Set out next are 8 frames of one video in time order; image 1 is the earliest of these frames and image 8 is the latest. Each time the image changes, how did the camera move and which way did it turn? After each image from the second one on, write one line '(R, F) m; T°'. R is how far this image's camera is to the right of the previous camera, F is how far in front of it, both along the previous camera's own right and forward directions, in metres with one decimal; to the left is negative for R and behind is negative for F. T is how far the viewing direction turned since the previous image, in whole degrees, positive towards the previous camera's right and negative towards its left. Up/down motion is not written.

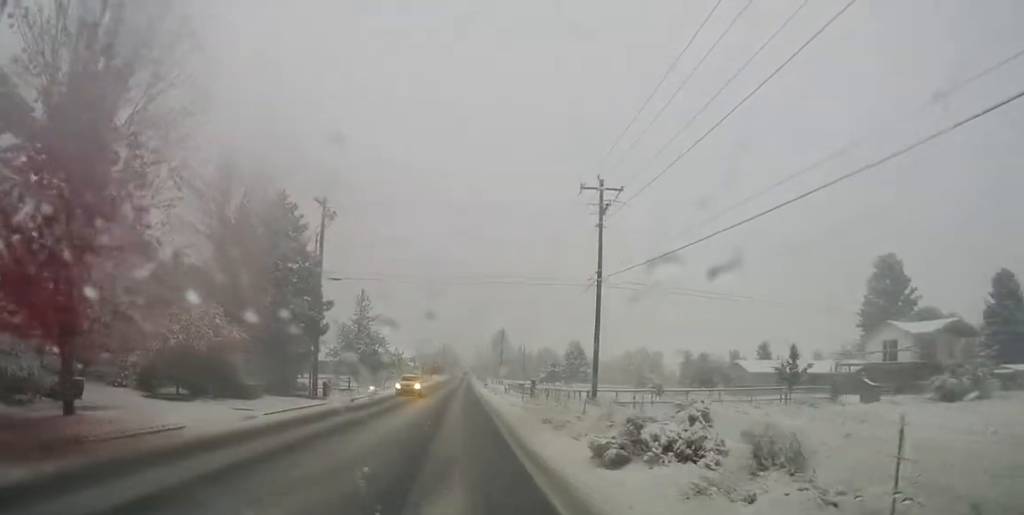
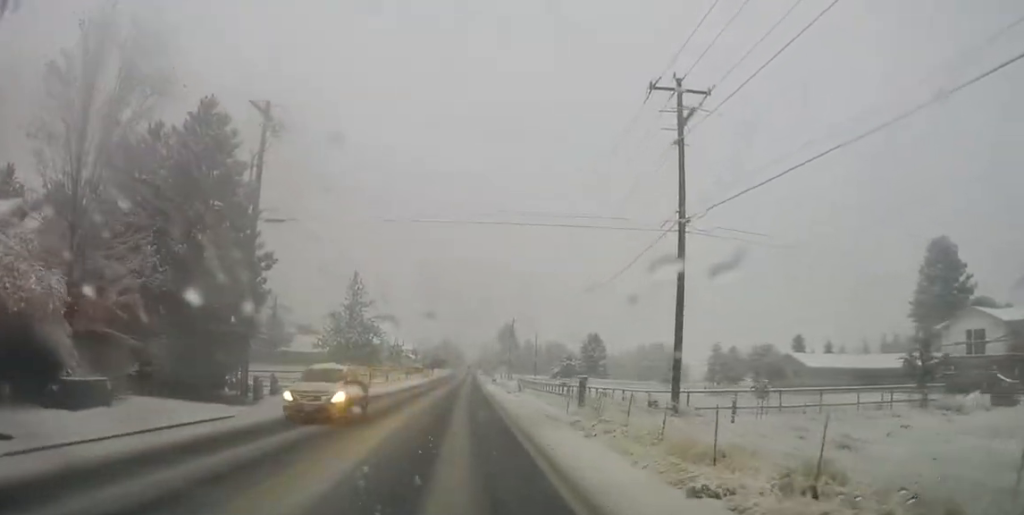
(0.0, +13.6) m; 0°
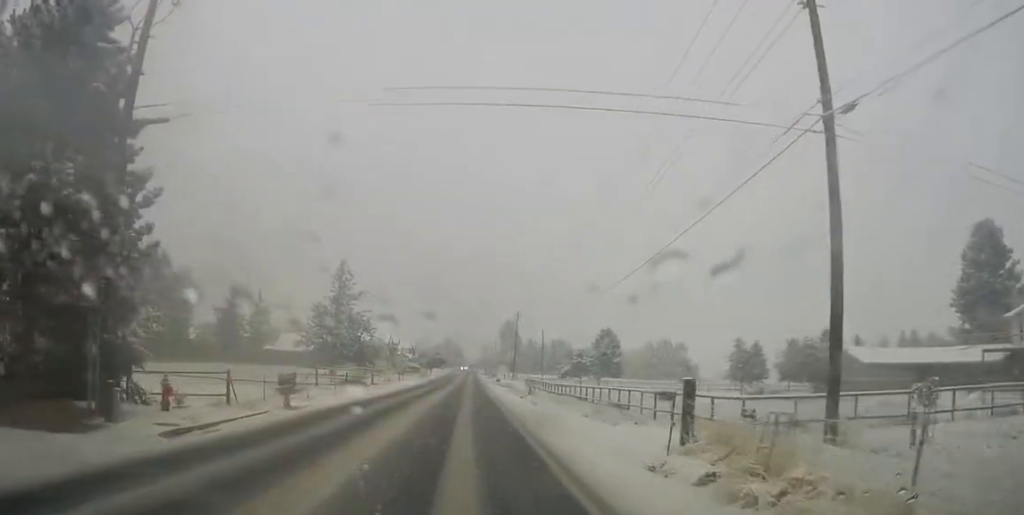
(0.0, +10.8) m; 0°
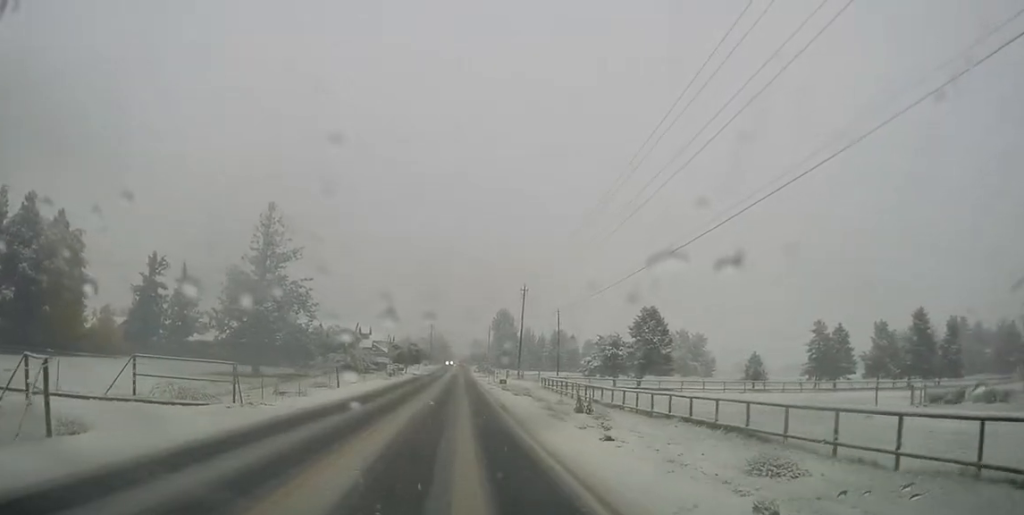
(-0.5, +30.8) m; -2°
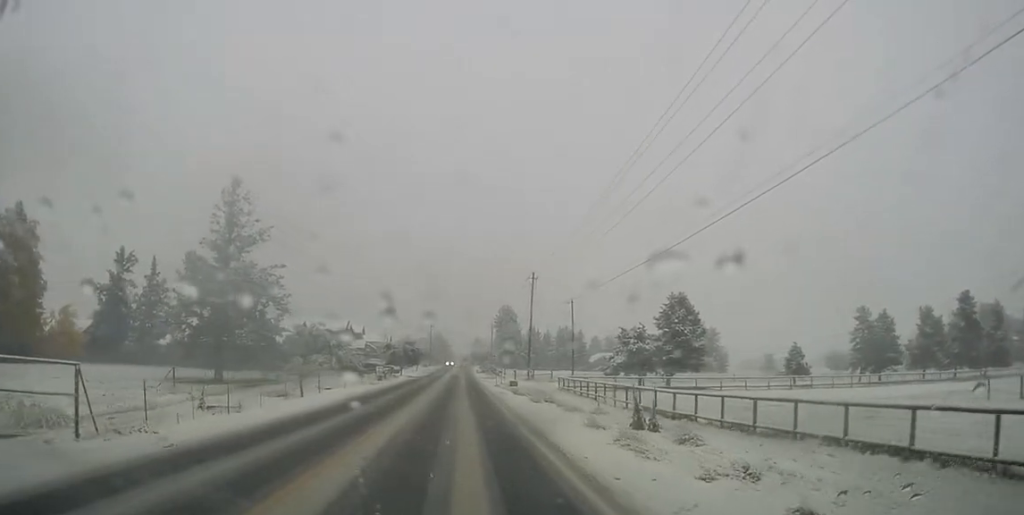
(0.0, +10.4) m; +1°
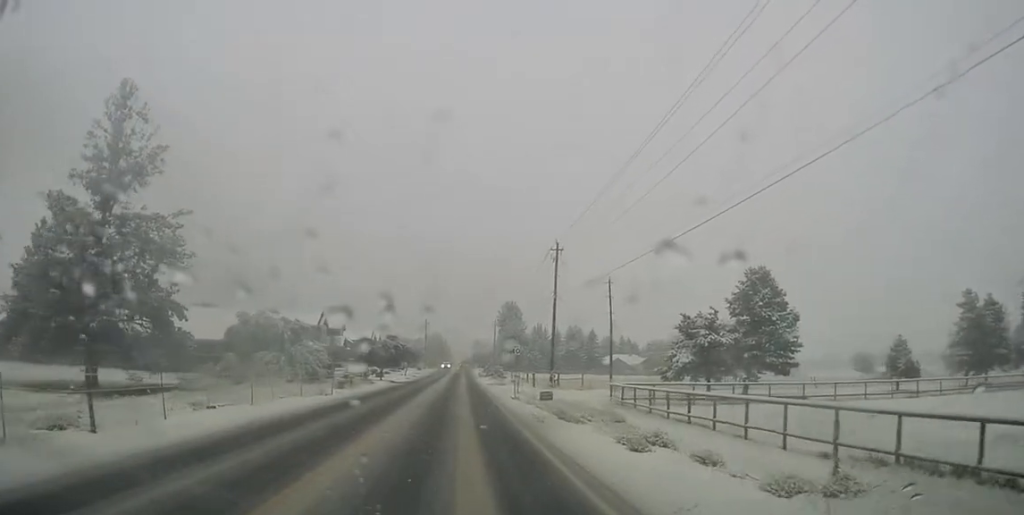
(+0.4, +19.4) m; +1°
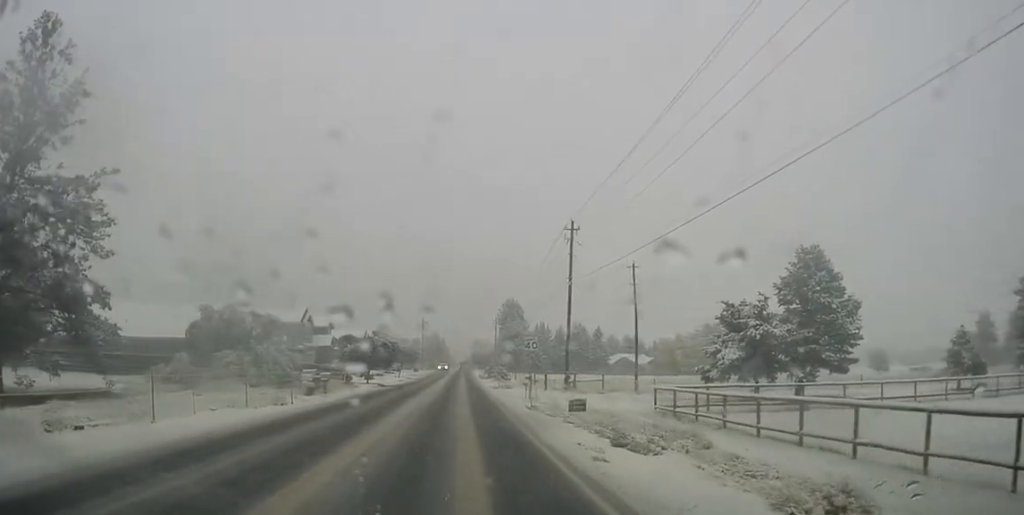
(0.0, +8.3) m; 0°
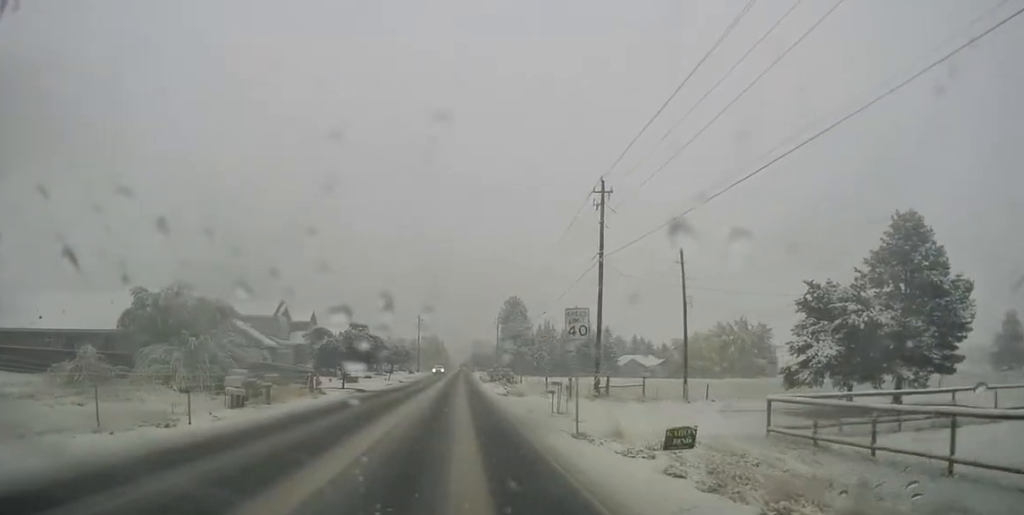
(0.0, +10.5) m; 0°
